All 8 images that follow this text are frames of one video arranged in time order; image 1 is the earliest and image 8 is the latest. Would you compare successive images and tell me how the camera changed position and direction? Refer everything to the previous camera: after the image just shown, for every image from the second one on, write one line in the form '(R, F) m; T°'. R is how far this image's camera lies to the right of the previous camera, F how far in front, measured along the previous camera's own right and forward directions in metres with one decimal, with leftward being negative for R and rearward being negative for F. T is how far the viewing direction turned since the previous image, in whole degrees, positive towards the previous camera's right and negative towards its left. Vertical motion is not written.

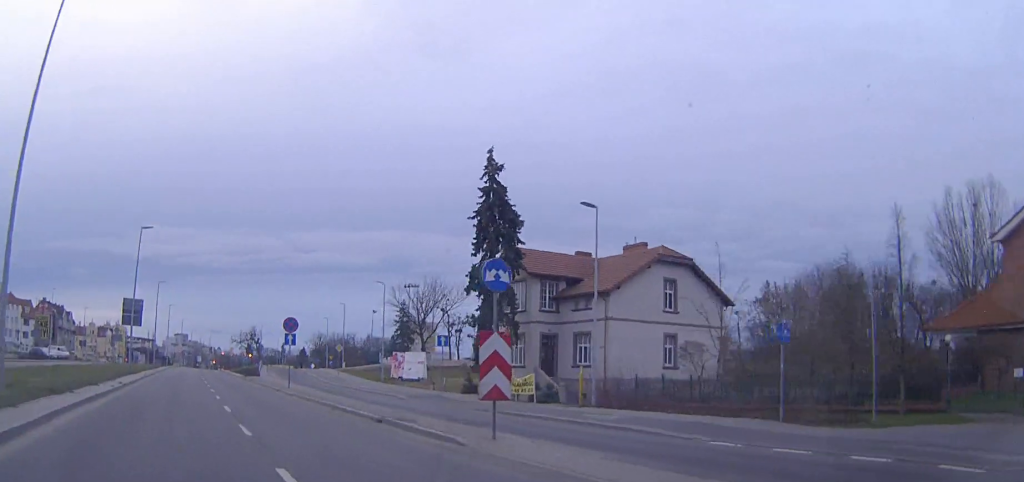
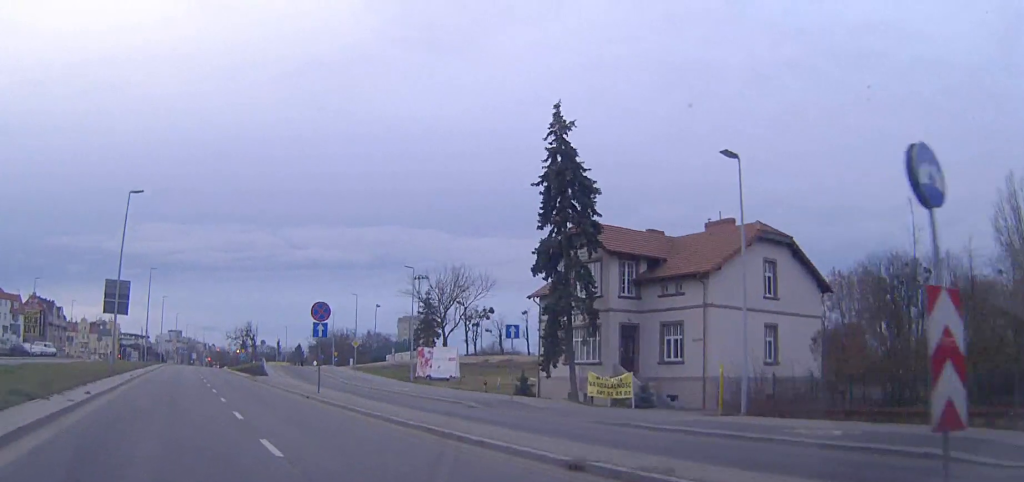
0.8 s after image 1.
(+0.1, +8.8) m; +1°
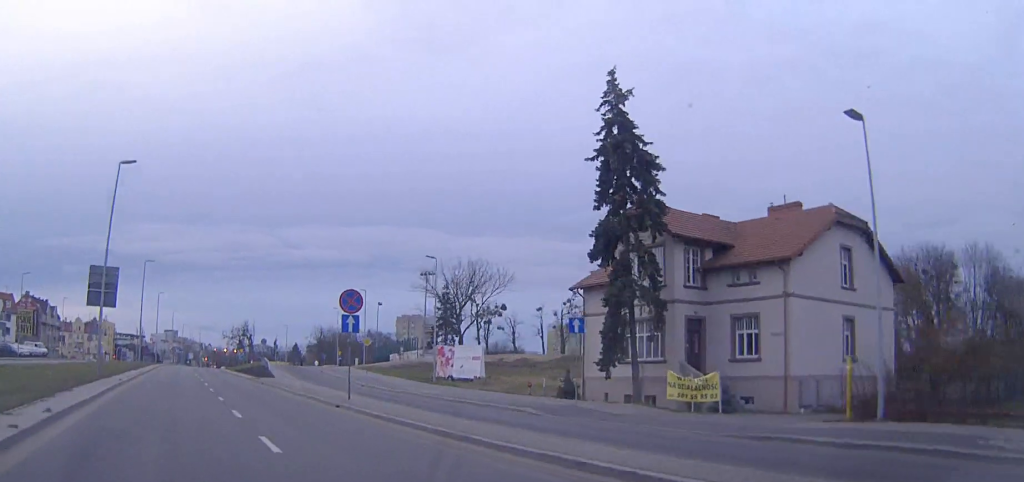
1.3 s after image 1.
(0.0, +5.4) m; +1°
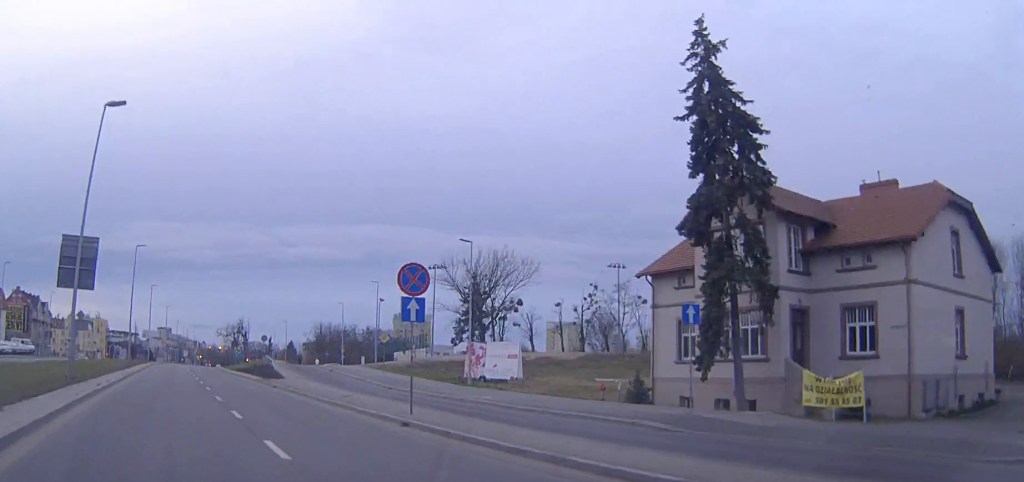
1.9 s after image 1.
(+0.1, +6.7) m; 0°
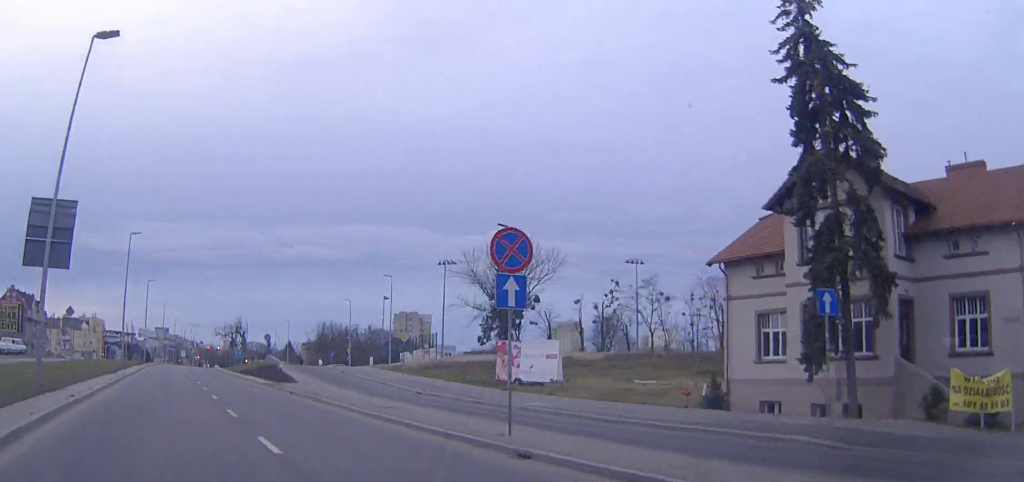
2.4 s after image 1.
(0.0, +5.3) m; 0°
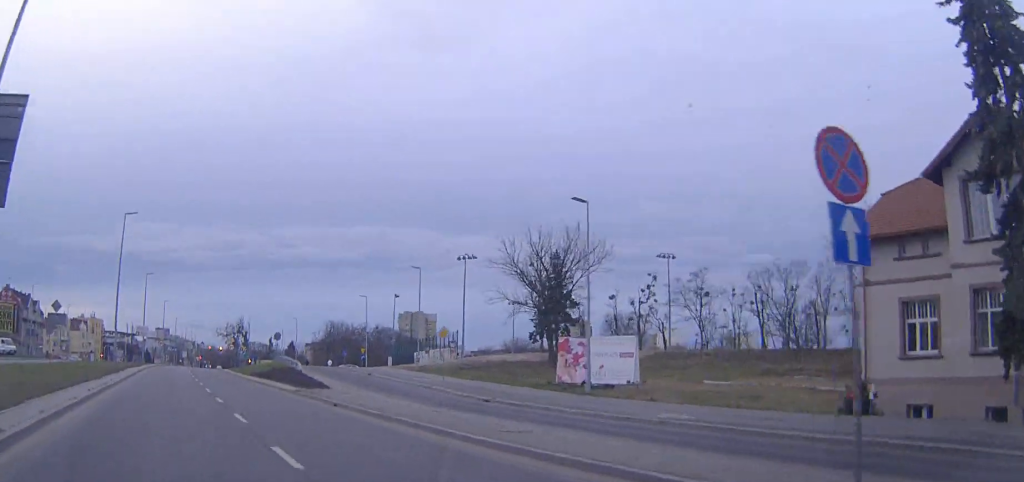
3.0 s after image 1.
(0.0, +7.3) m; 0°
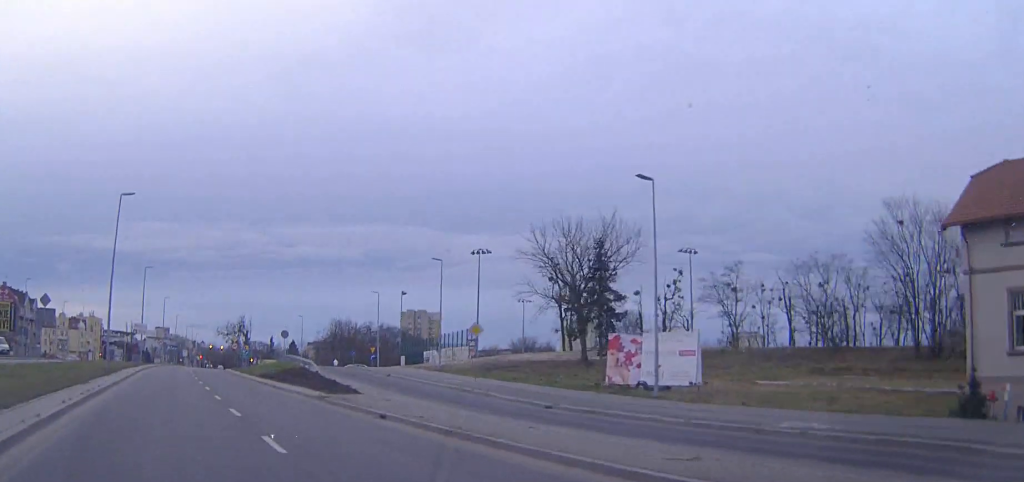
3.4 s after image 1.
(0.0, +4.6) m; 0°
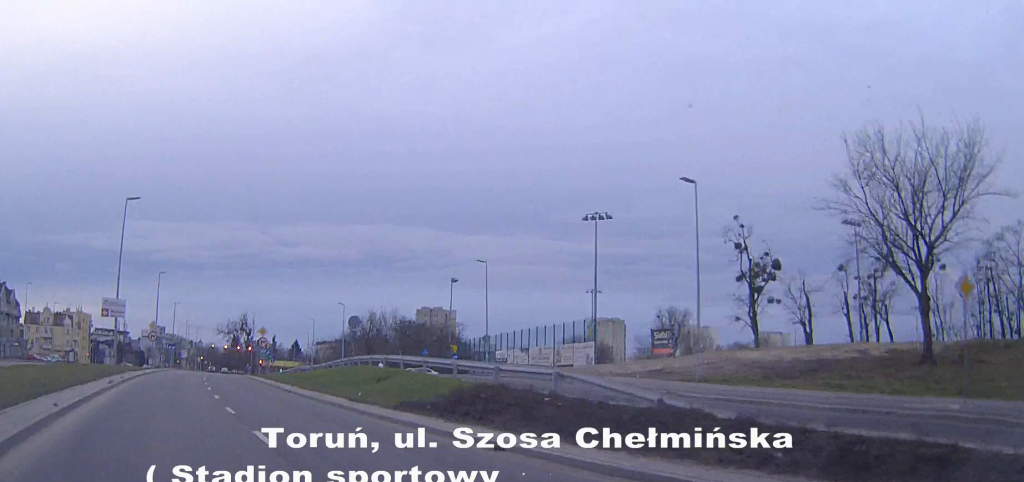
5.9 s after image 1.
(+0.1, +28.9) m; +1°
